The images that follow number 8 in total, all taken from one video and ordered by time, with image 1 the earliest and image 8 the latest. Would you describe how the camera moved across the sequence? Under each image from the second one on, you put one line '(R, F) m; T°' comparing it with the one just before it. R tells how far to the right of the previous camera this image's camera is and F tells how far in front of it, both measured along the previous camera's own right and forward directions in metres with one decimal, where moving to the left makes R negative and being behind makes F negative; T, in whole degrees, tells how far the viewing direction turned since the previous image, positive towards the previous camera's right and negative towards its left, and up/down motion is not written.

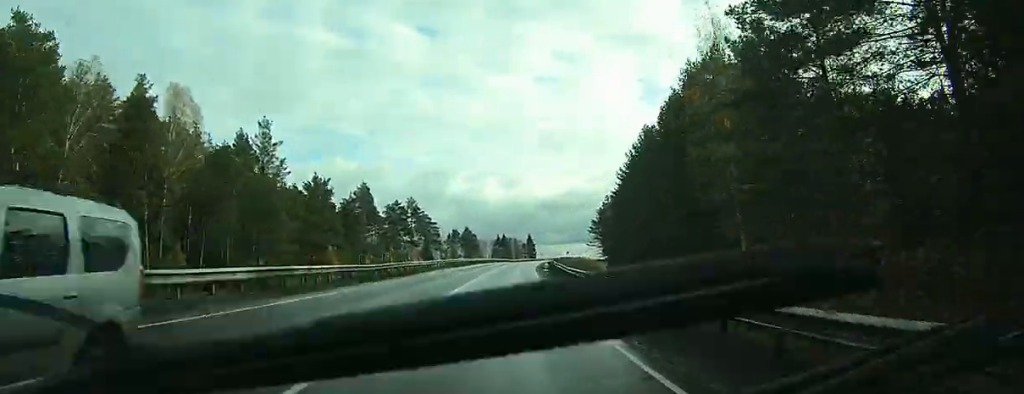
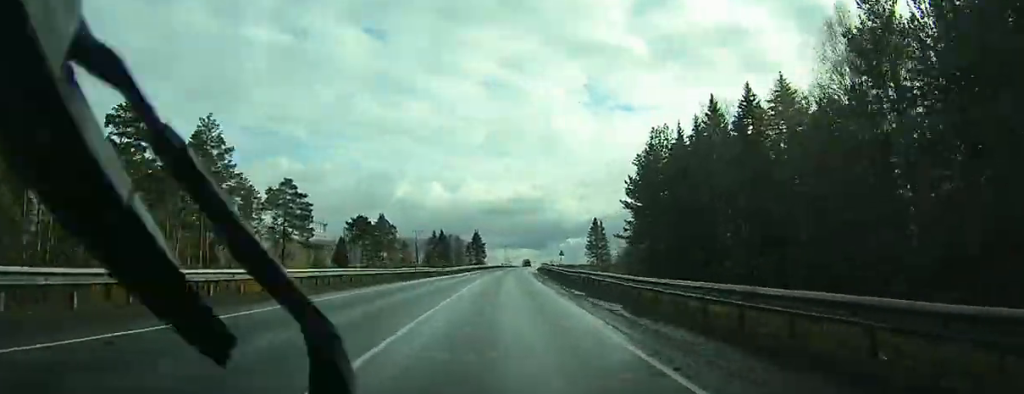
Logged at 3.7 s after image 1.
(+2.3, +93.9) m; +4°
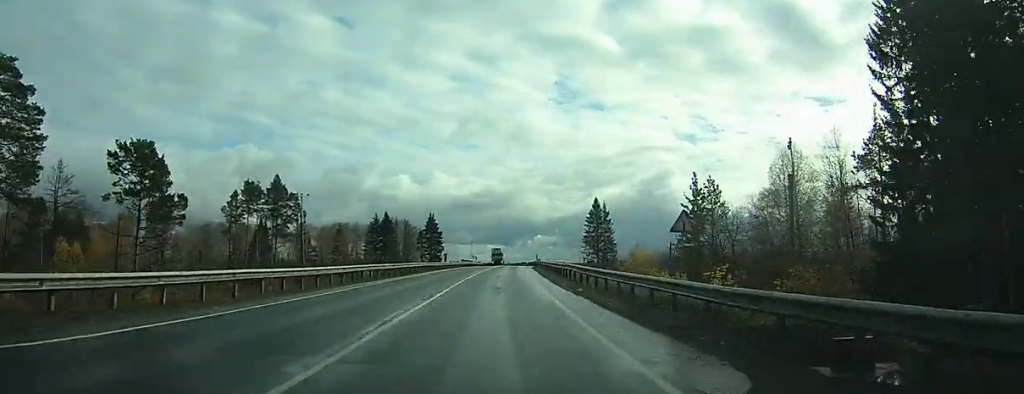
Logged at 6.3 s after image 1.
(+1.5, +62.6) m; +3°
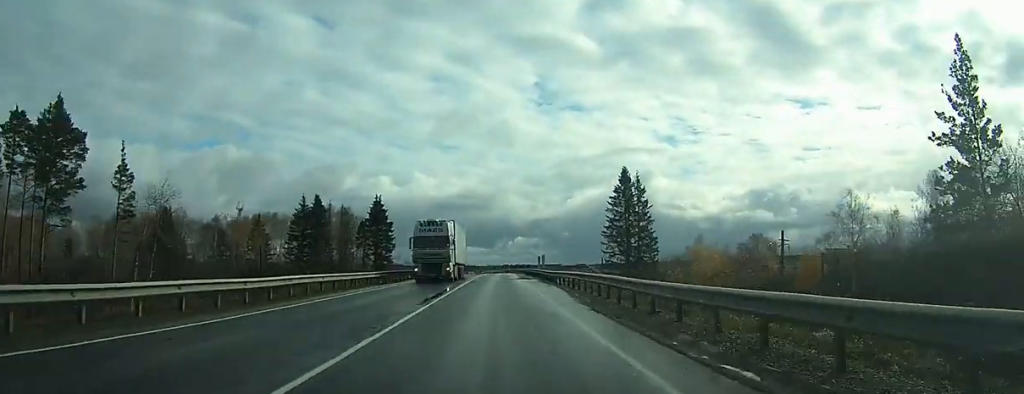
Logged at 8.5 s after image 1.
(+1.4, +53.3) m; +3°
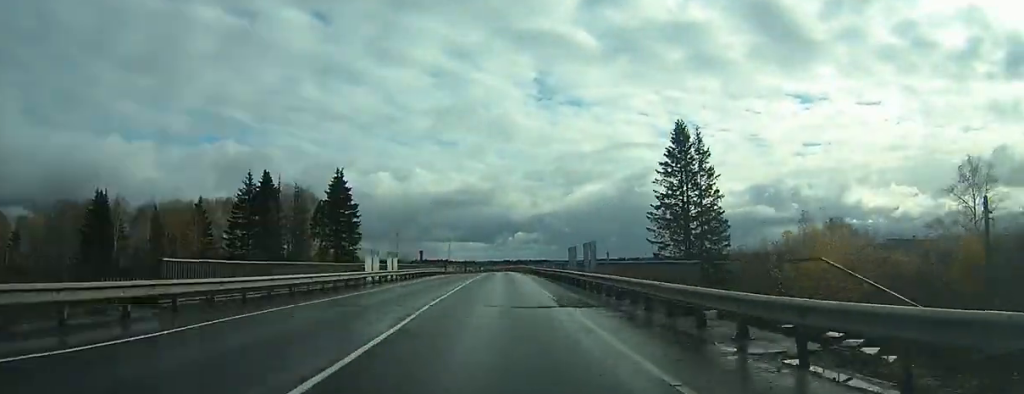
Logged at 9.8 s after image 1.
(+0.4, +29.5) m; +1°
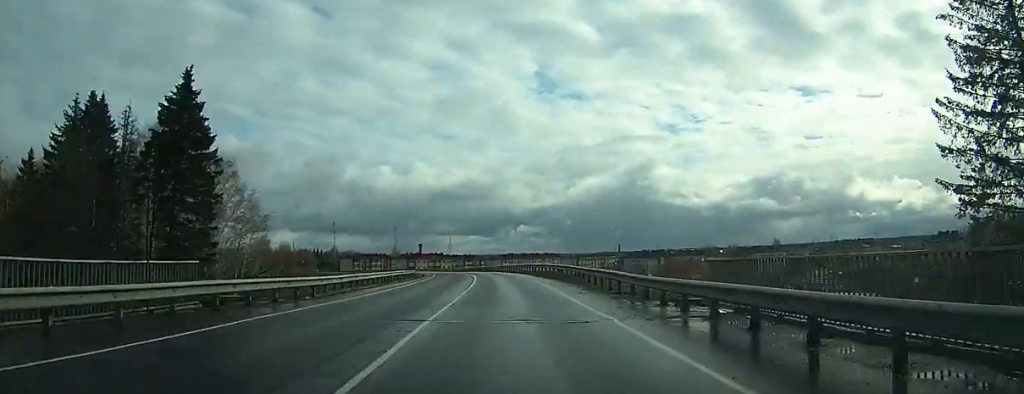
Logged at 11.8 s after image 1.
(+0.4, +48.8) m; 0°
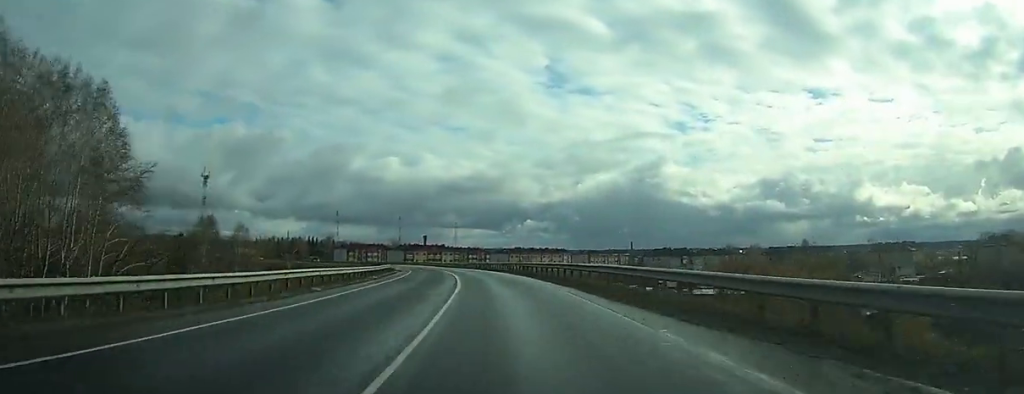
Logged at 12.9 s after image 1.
(0.0, +27.8) m; -1°
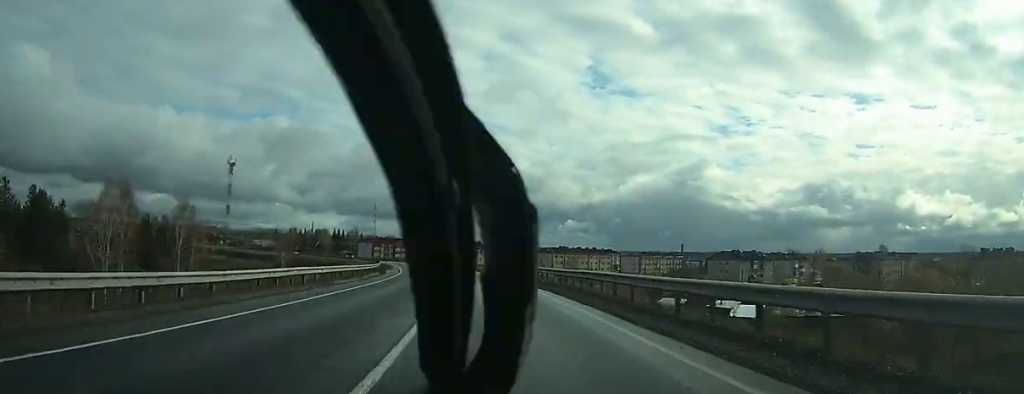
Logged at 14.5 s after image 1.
(-0.1, +38.2) m; -2°
